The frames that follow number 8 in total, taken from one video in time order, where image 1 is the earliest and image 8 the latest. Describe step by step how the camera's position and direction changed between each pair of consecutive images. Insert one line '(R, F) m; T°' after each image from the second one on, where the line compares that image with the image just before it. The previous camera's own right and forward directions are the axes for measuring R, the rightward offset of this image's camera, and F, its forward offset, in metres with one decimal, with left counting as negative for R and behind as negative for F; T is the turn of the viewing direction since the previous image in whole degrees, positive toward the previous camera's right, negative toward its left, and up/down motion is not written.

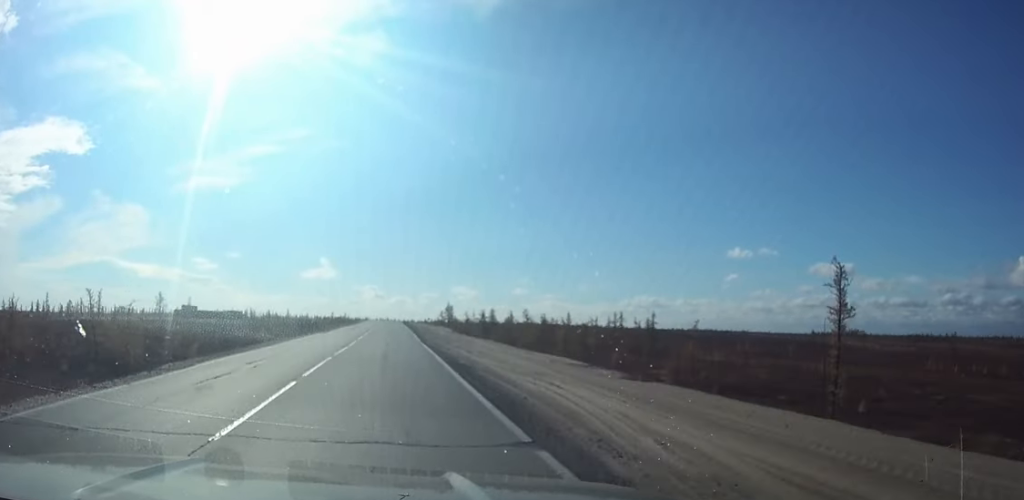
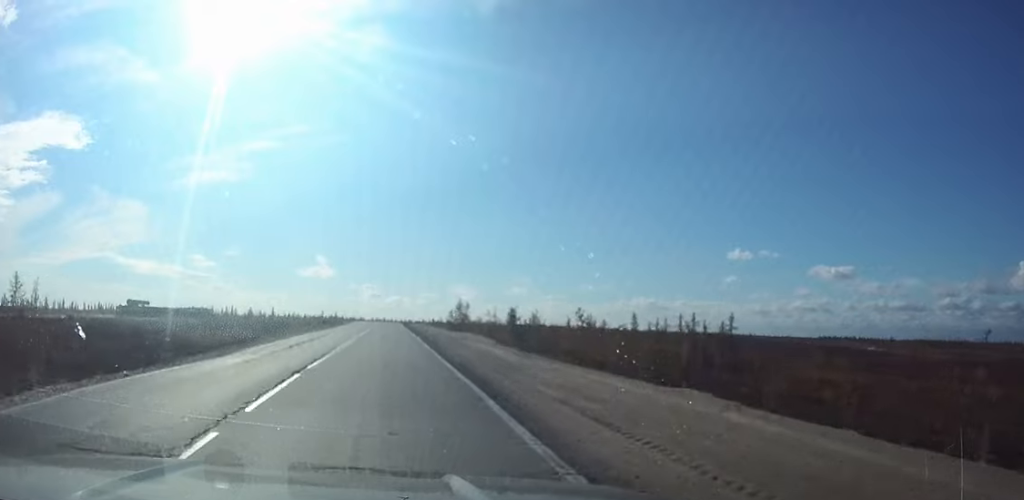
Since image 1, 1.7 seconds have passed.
(+0.1, +39.5) m; 0°
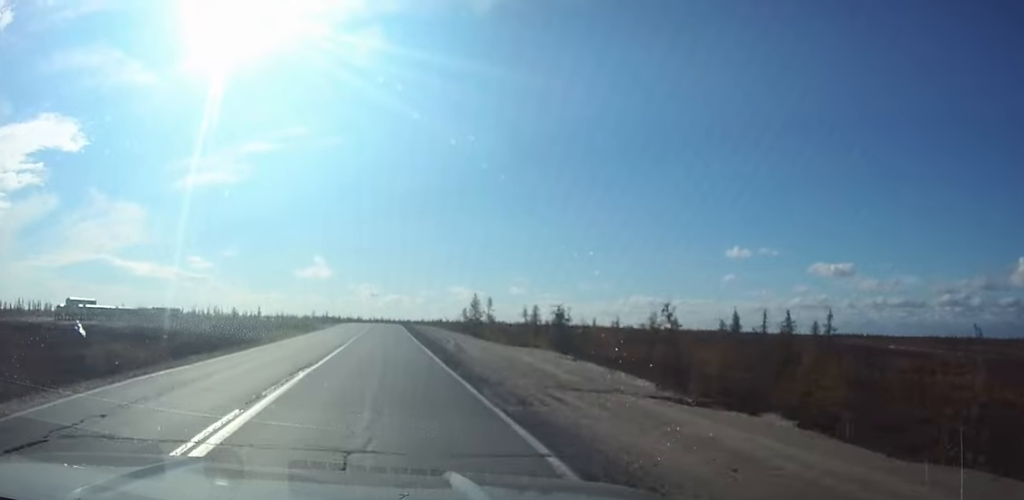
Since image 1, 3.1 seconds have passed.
(0.0, +32.2) m; 0°
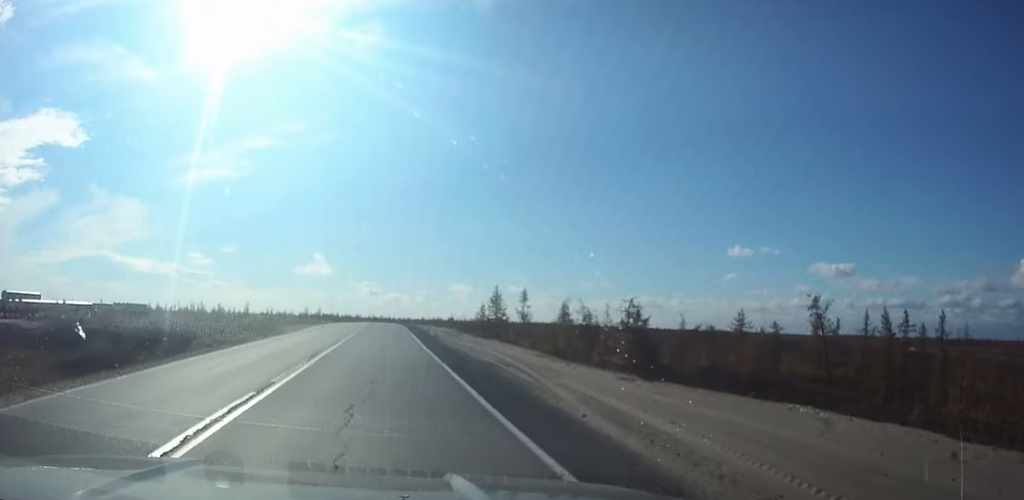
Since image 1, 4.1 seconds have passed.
(0.0, +25.0) m; 0°
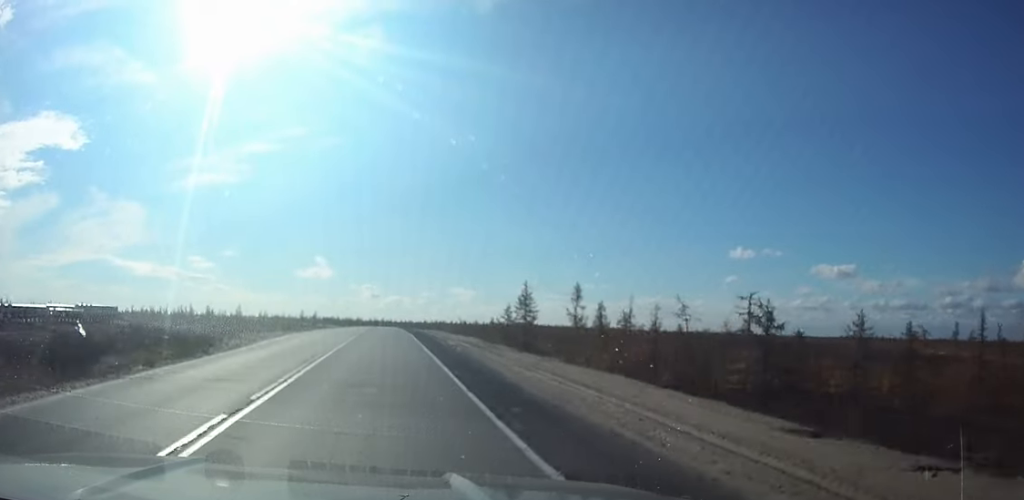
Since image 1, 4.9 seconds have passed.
(0.0, +19.6) m; 0°
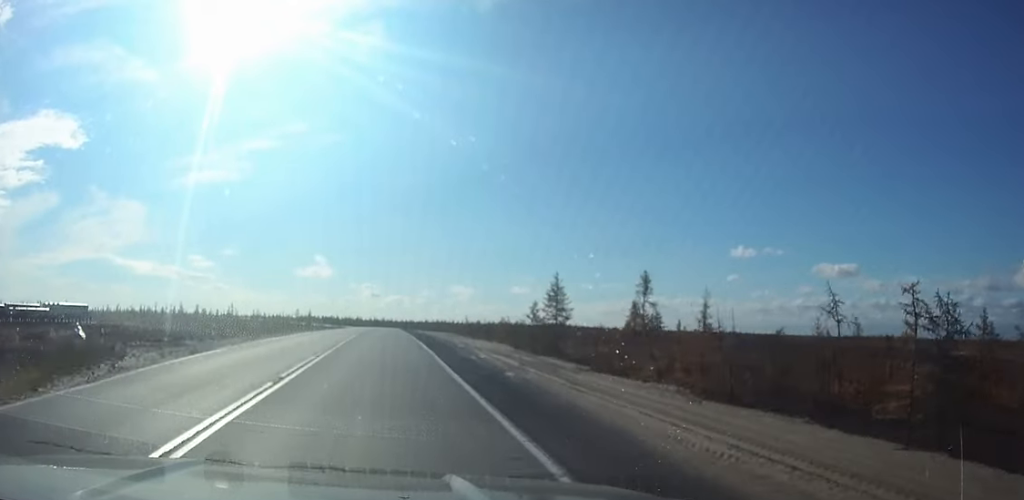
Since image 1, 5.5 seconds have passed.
(0.0, +14.0) m; 0°
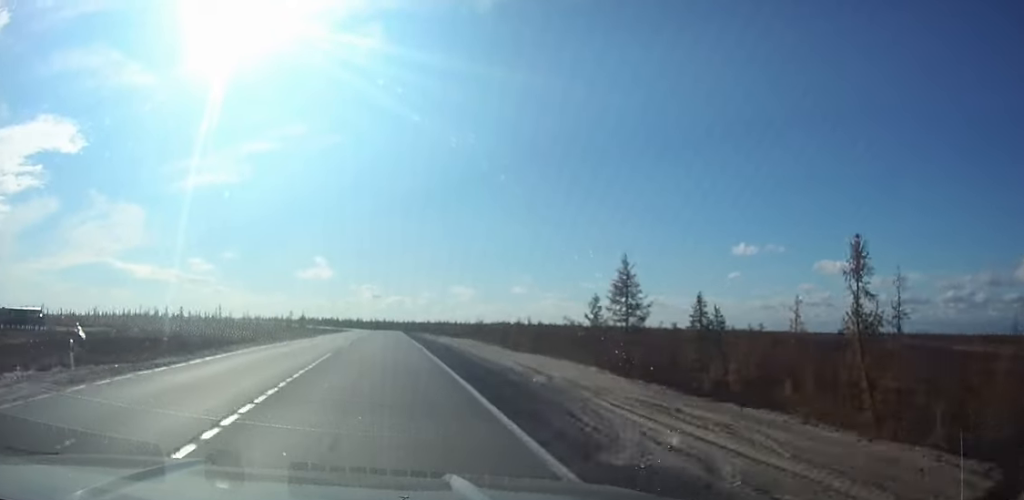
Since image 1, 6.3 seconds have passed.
(0.0, +18.2) m; 0°
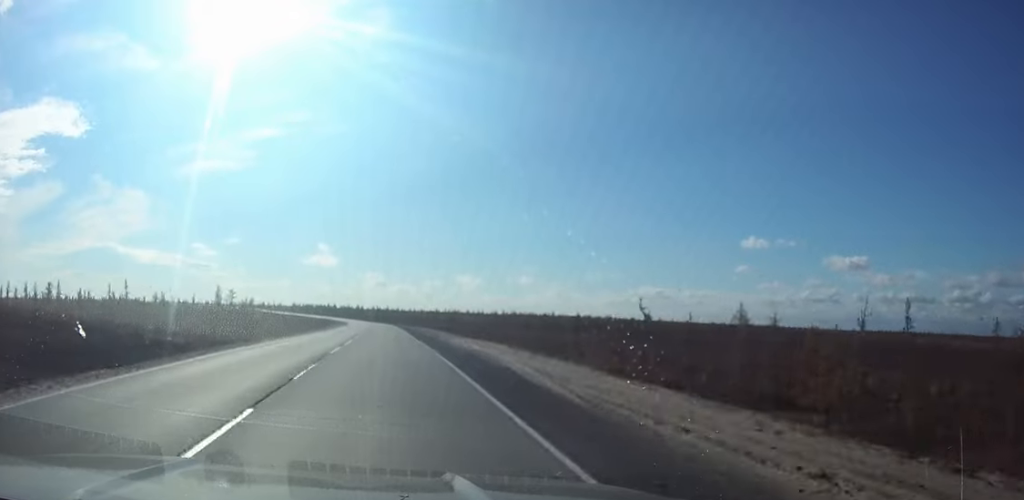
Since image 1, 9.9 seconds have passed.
(-0.5, +85.6) m; -1°
